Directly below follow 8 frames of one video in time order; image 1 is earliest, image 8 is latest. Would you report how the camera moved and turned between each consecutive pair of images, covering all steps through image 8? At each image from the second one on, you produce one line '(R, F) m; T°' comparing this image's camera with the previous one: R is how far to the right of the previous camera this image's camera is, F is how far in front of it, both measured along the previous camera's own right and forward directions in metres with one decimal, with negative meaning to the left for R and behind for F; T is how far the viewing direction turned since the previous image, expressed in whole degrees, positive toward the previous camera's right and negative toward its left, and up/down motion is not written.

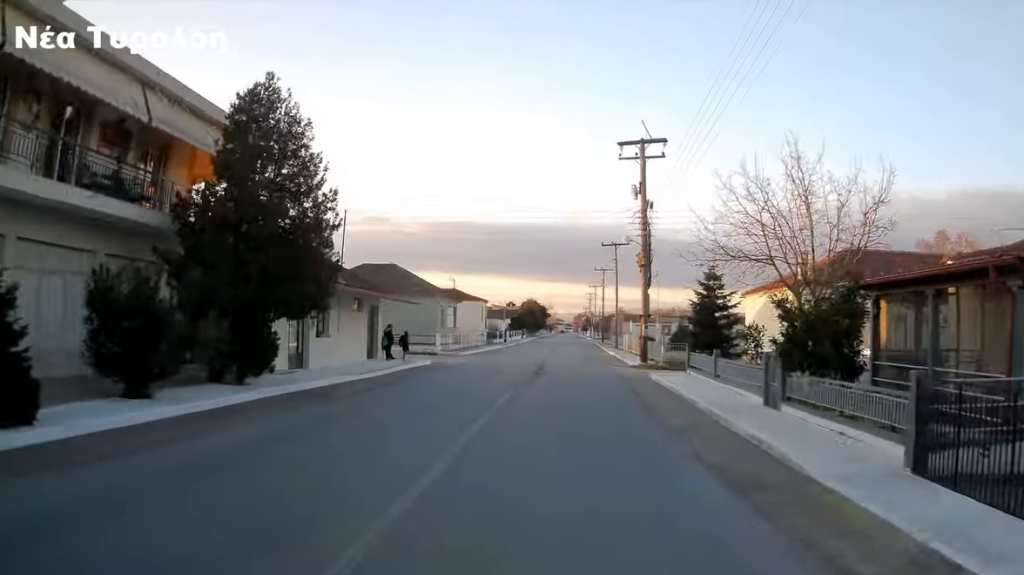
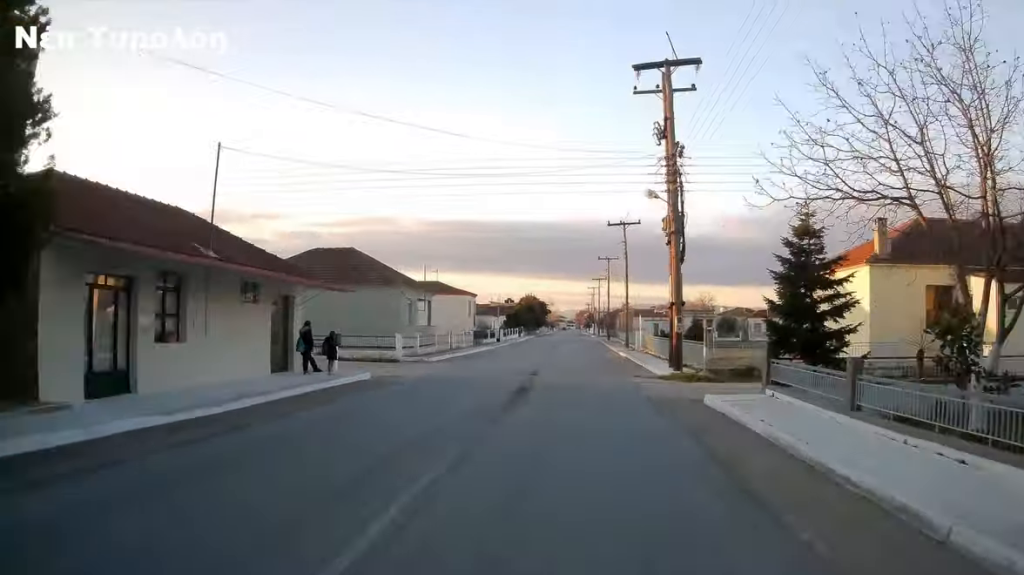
(-0.3, +9.7) m; -2°
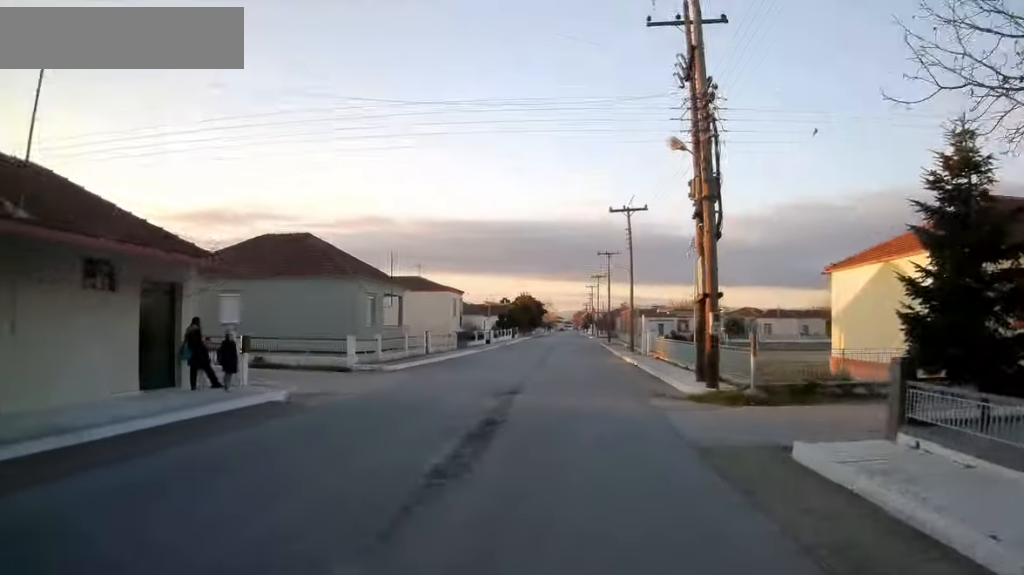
(0.0, +6.6) m; 0°
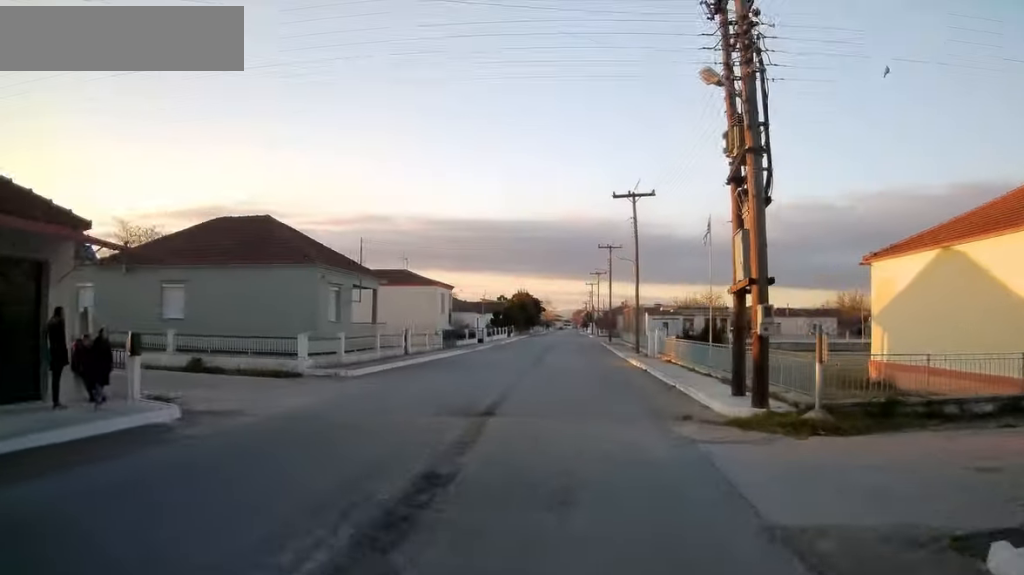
(0.0, +4.7) m; 0°
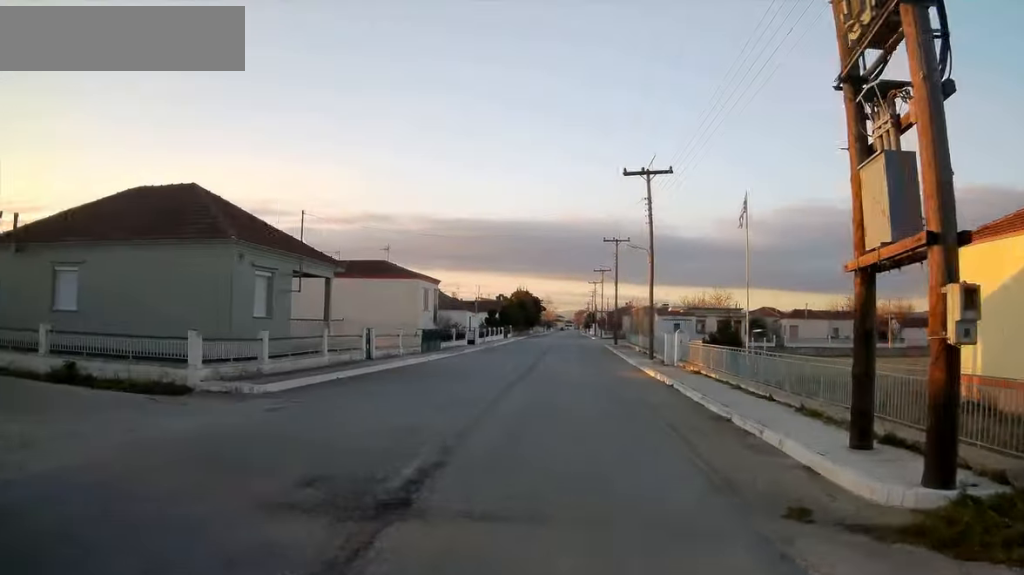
(0.0, +6.7) m; 0°
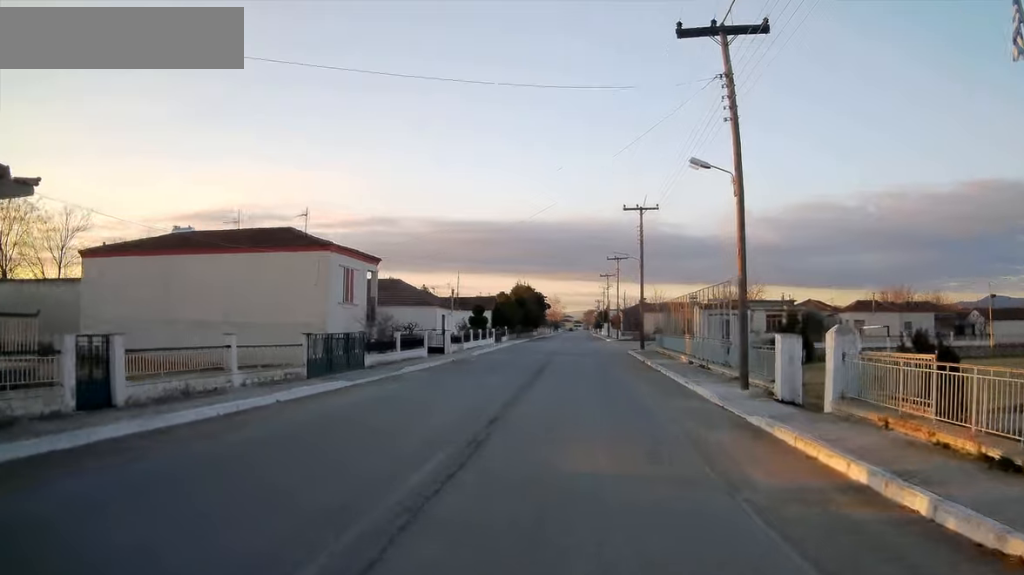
(0.0, +17.7) m; 0°
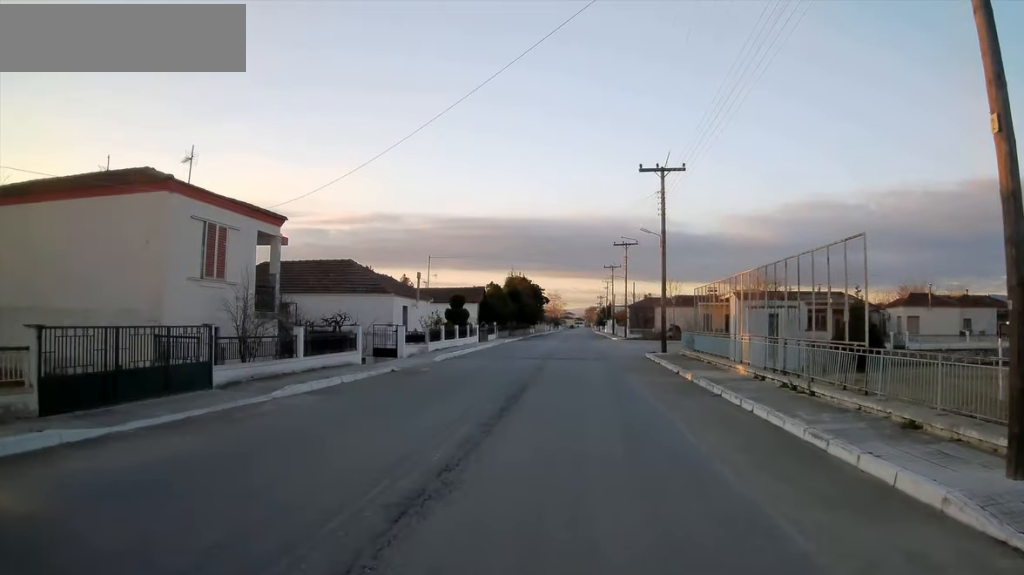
(0.0, +11.3) m; 0°
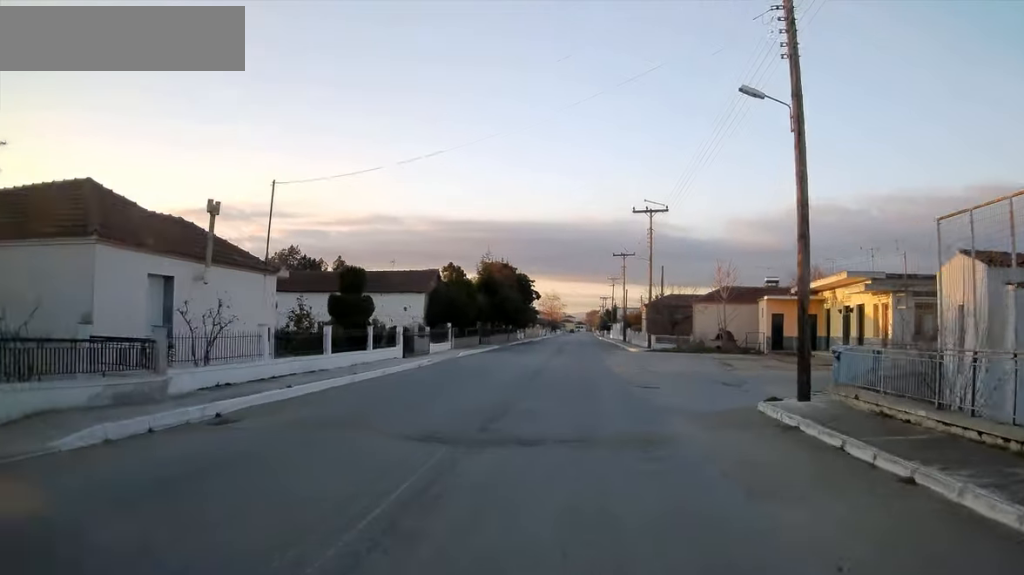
(0.0, +22.2) m; -1°
